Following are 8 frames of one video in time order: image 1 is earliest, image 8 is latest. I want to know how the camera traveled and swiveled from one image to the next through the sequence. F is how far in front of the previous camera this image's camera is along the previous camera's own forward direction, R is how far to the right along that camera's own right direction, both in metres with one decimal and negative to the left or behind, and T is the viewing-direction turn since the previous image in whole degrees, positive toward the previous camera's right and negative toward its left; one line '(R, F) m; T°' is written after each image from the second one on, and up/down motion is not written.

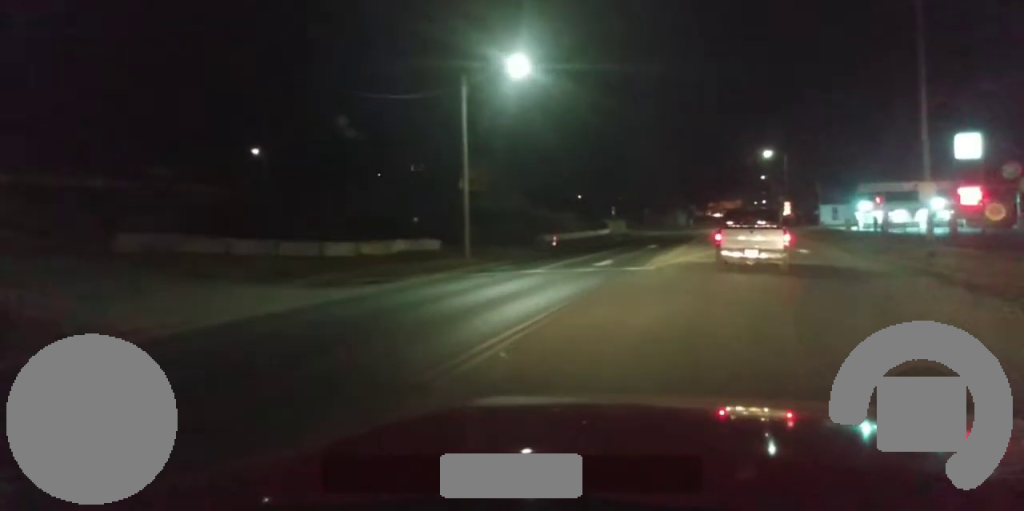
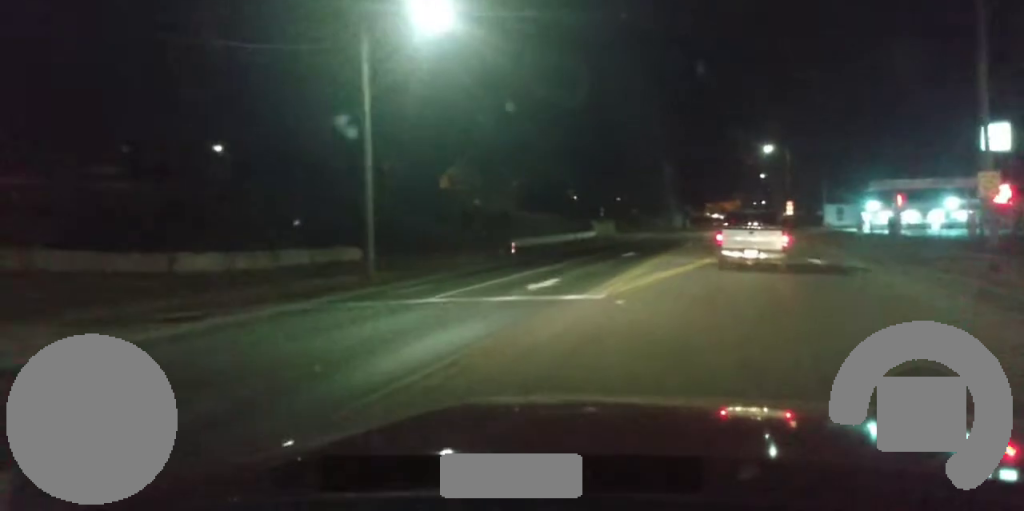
(0.0, +8.2) m; +1°
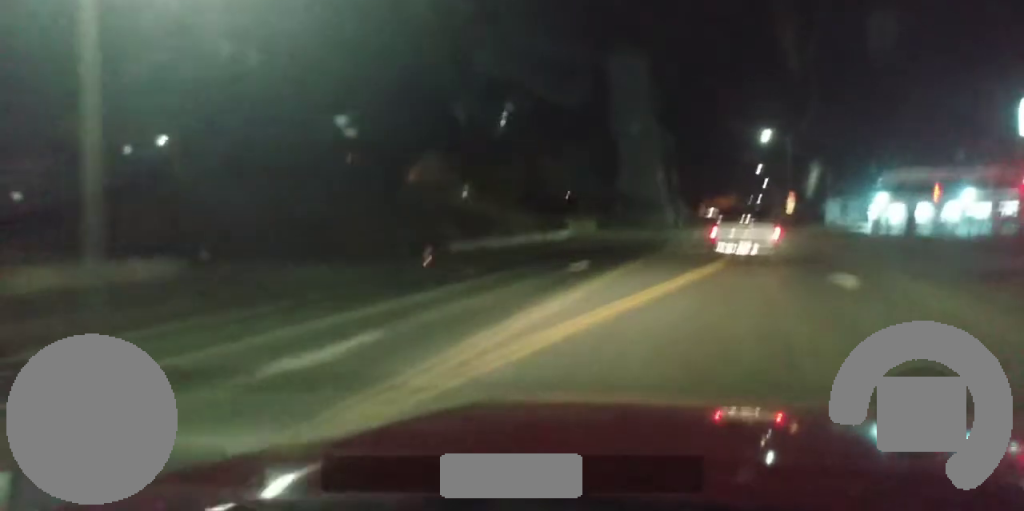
(+0.1, +10.1) m; +4°
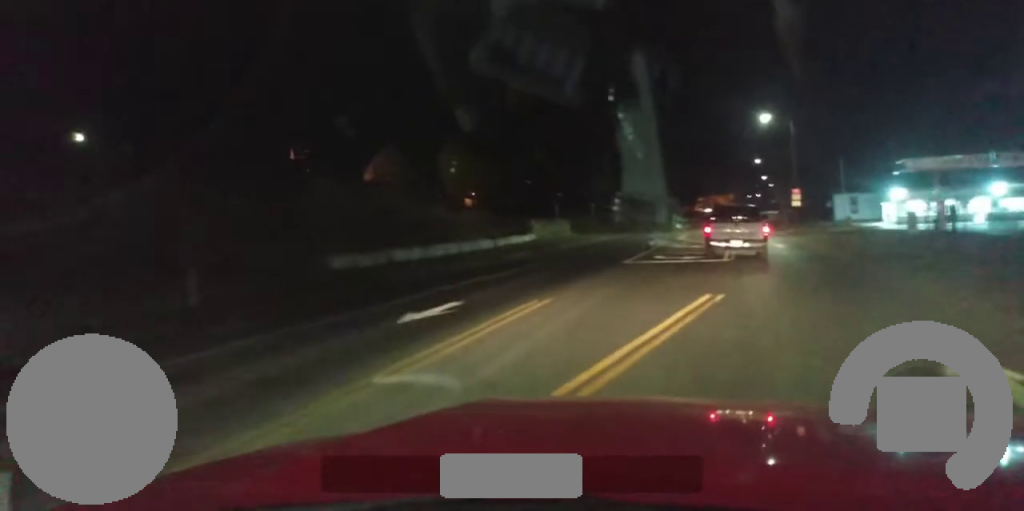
(+0.7, +12.4) m; +4°
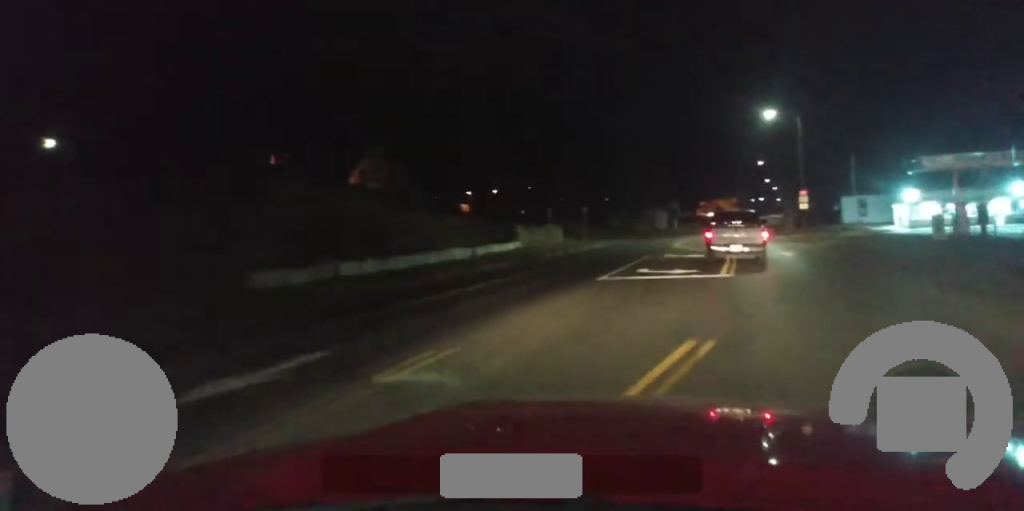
(0.0, +5.3) m; +1°
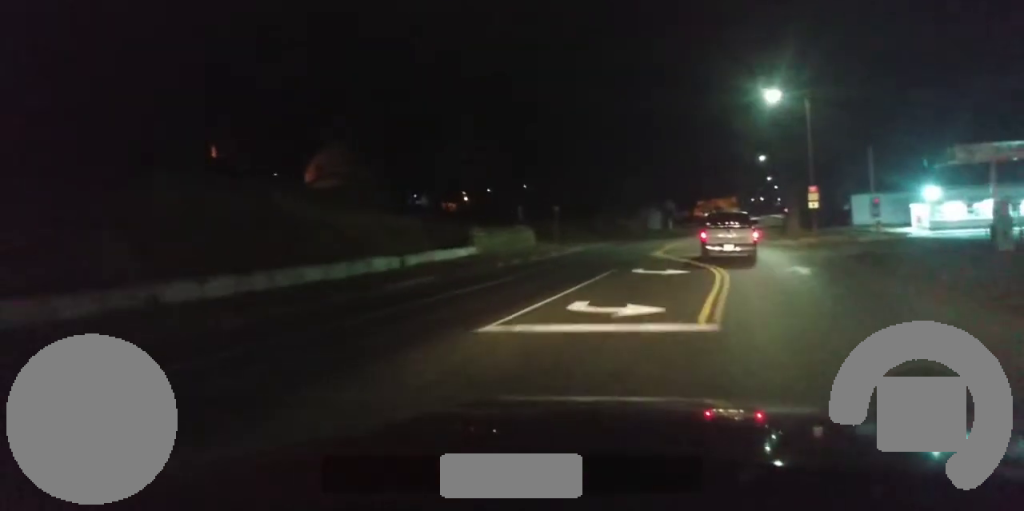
(+0.2, +9.8) m; +2°
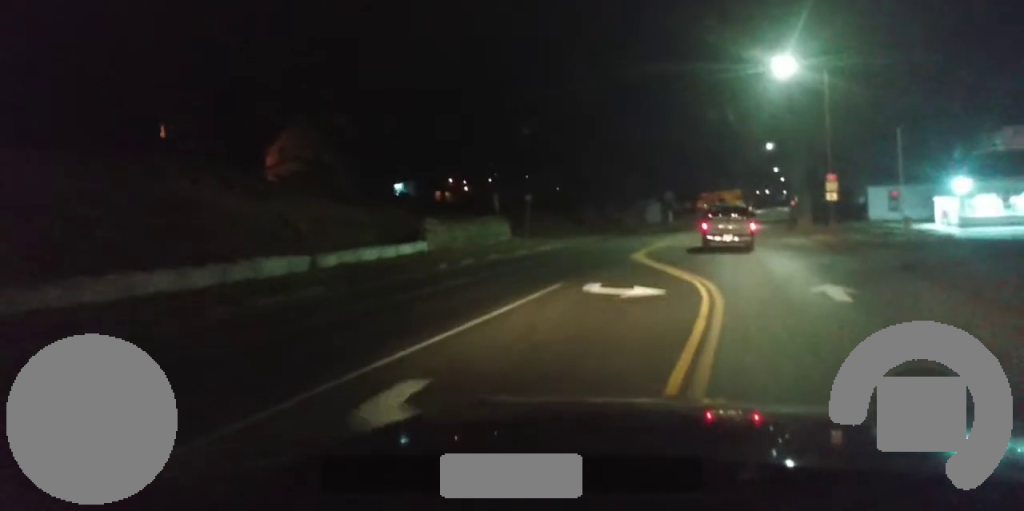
(+0.1, +8.7) m; 0°
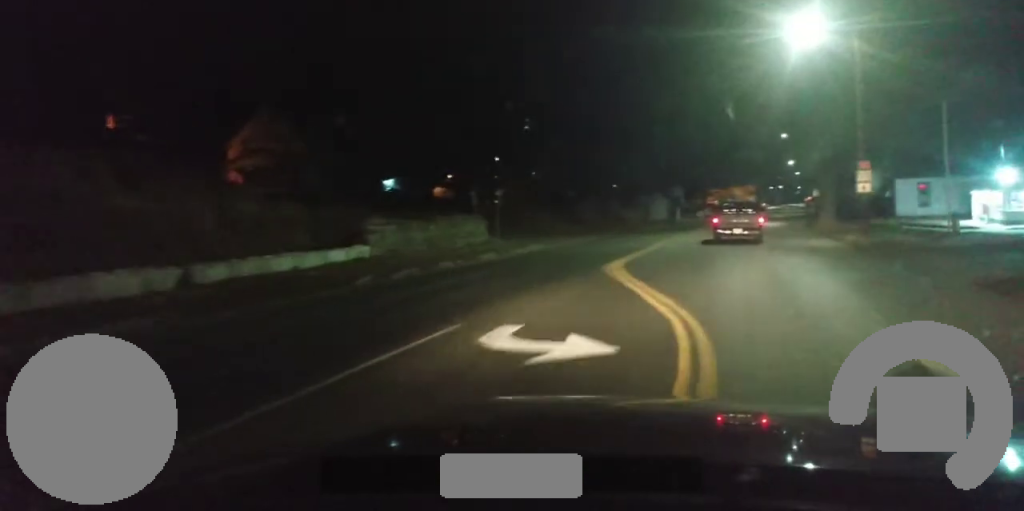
(0.0, +7.6) m; -1°
